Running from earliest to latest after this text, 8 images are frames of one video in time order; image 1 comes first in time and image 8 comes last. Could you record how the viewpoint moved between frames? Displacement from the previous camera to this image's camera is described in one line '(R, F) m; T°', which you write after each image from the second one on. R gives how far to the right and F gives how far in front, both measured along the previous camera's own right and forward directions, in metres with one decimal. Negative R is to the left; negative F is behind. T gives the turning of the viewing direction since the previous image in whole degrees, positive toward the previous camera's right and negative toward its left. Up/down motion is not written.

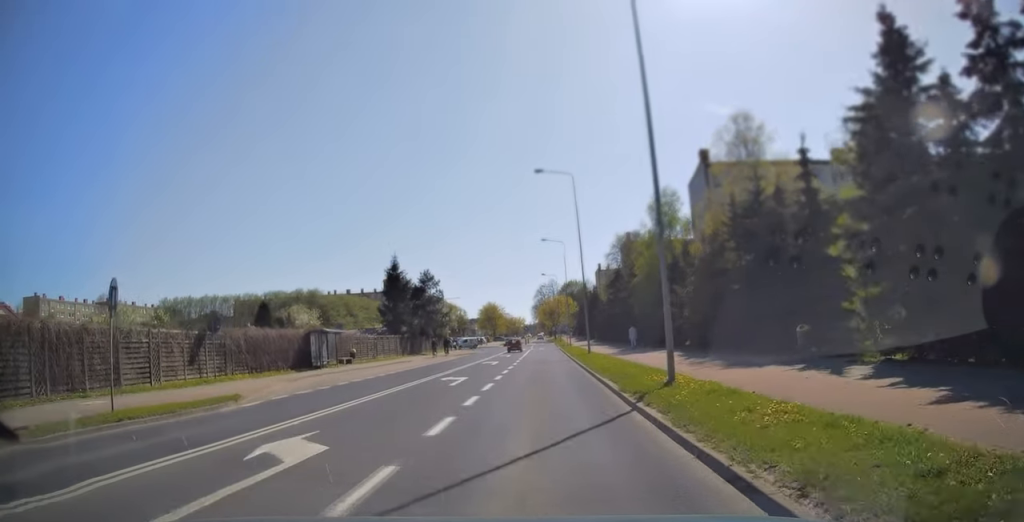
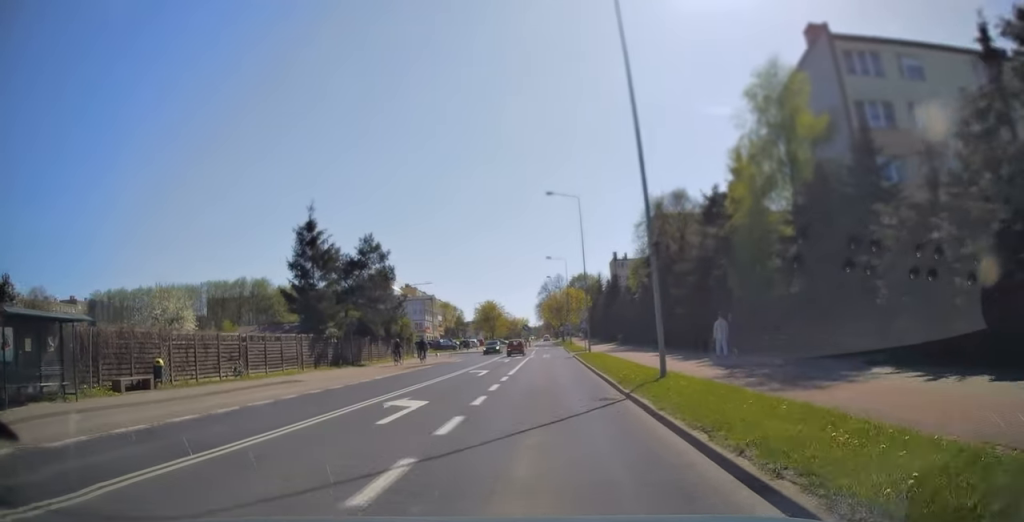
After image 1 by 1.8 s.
(+0.2, +23.7) m; 0°
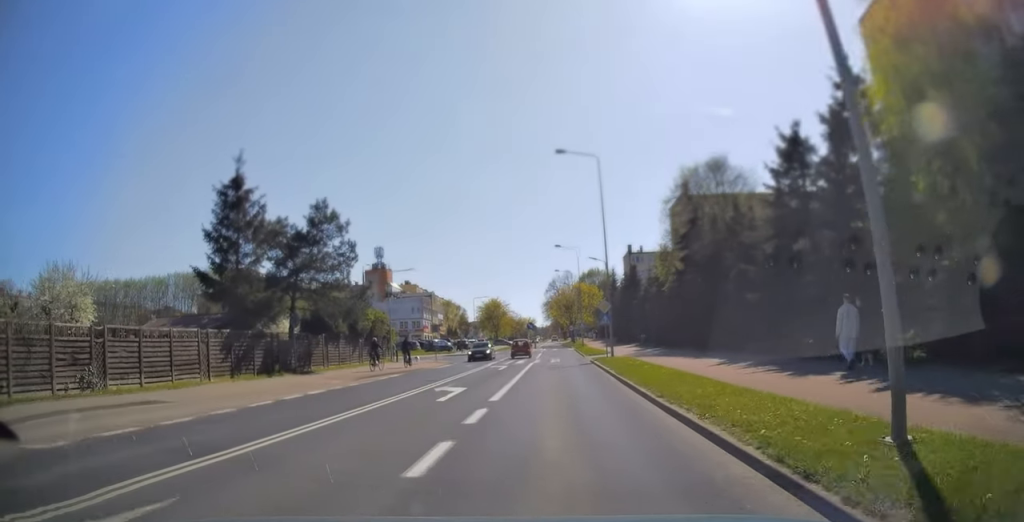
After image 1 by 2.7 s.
(-0.1, +10.8) m; -1°
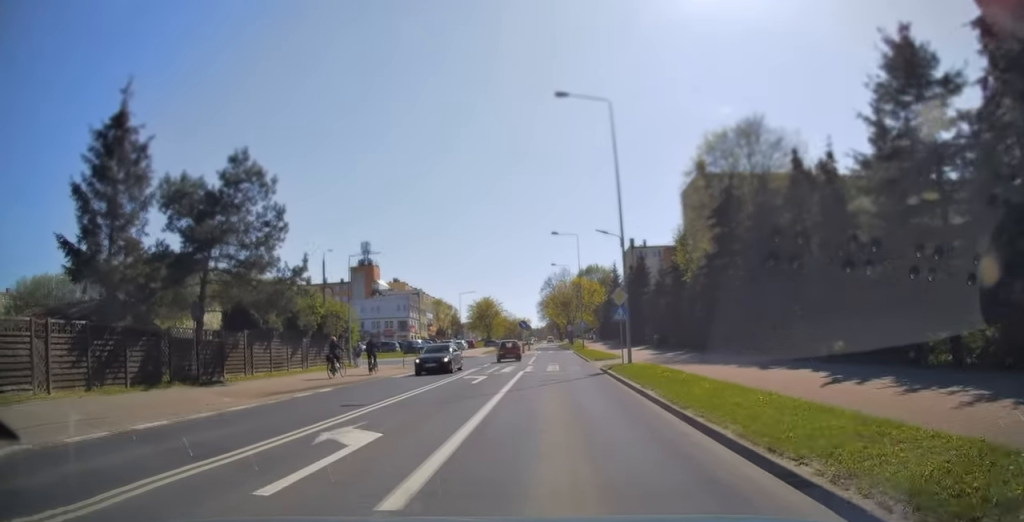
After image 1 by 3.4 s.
(-0.2, +9.1) m; 0°
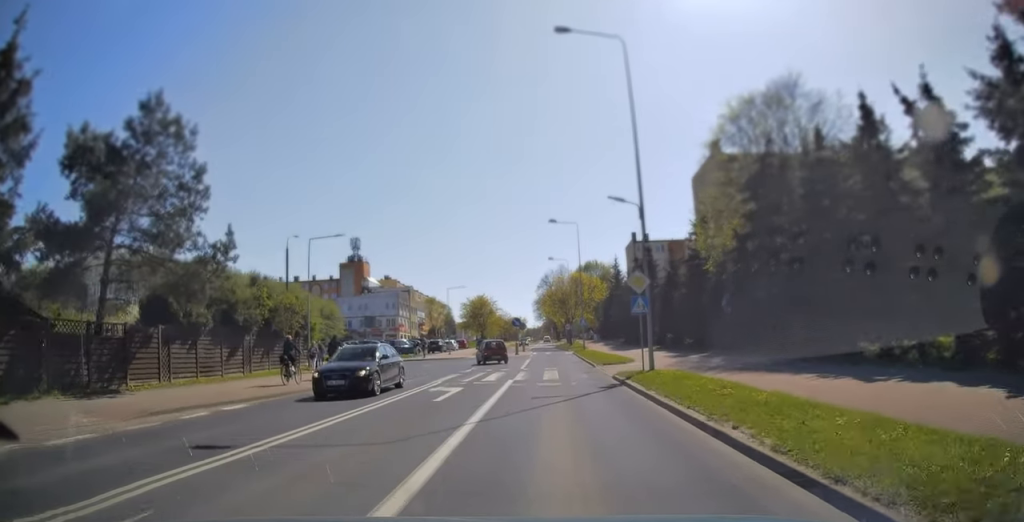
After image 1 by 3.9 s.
(+0.1, +6.2) m; +1°
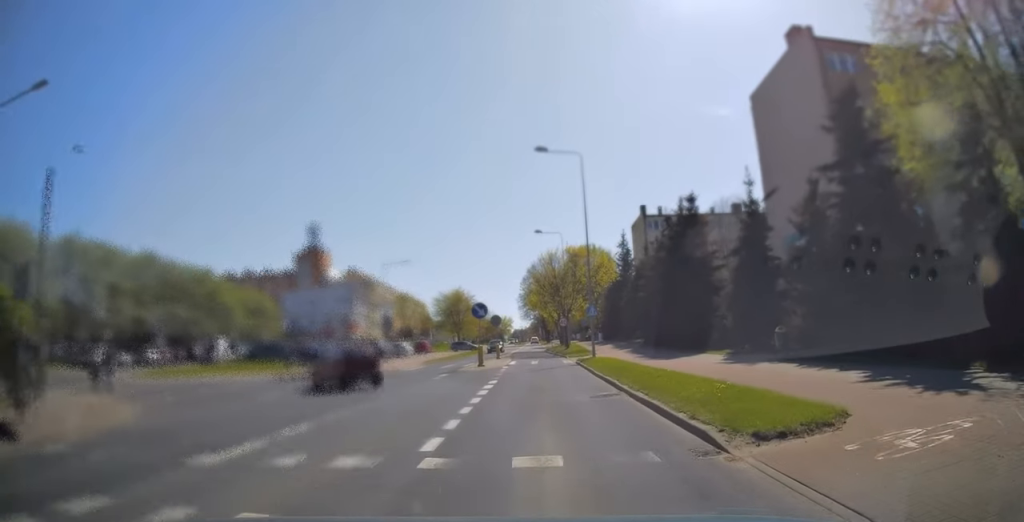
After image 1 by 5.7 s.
(+0.3, +21.2) m; +2°
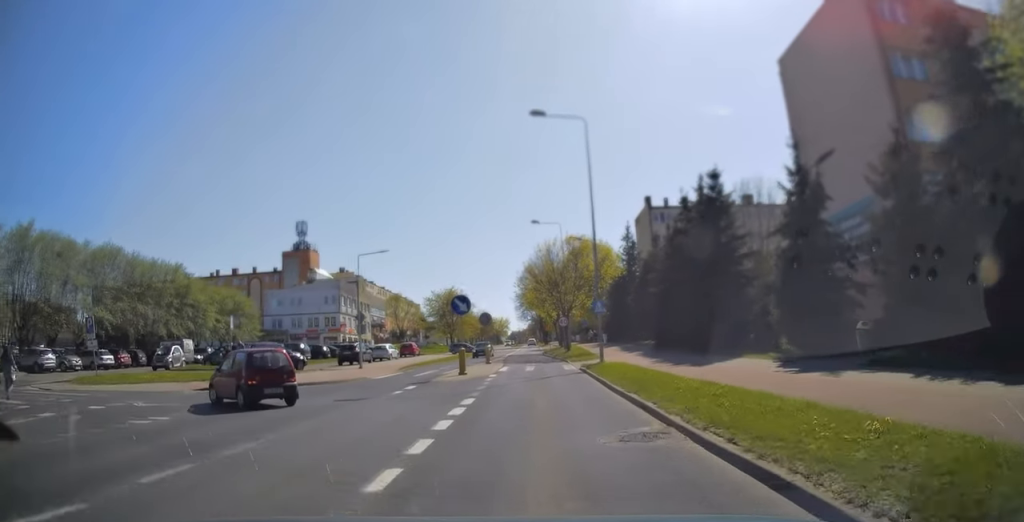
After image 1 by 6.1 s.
(+0.1, +5.8) m; 0°
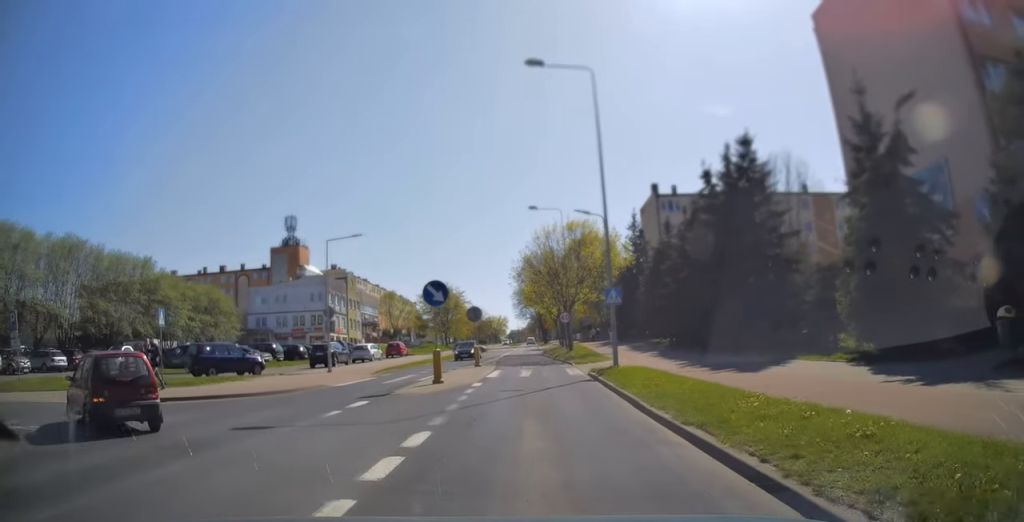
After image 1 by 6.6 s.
(+0.1, +5.4) m; 0°
